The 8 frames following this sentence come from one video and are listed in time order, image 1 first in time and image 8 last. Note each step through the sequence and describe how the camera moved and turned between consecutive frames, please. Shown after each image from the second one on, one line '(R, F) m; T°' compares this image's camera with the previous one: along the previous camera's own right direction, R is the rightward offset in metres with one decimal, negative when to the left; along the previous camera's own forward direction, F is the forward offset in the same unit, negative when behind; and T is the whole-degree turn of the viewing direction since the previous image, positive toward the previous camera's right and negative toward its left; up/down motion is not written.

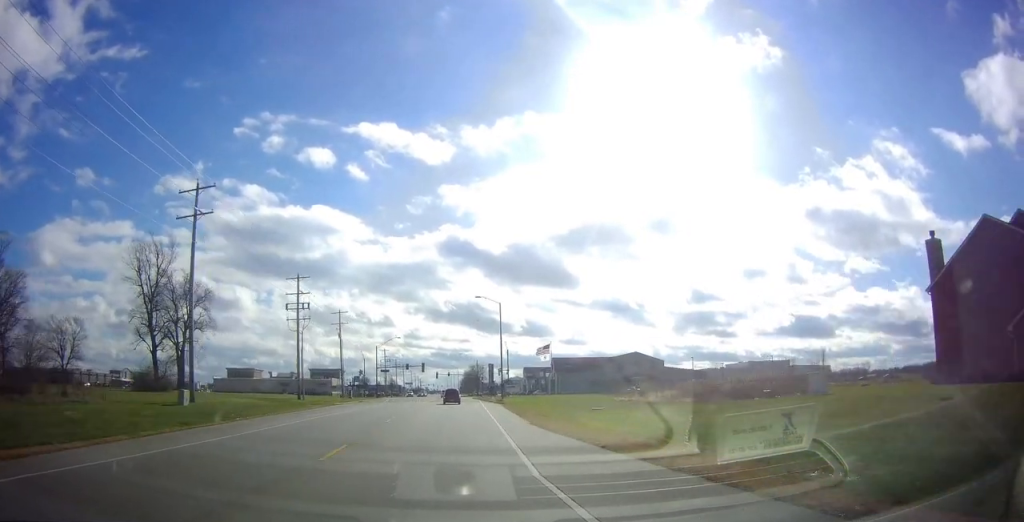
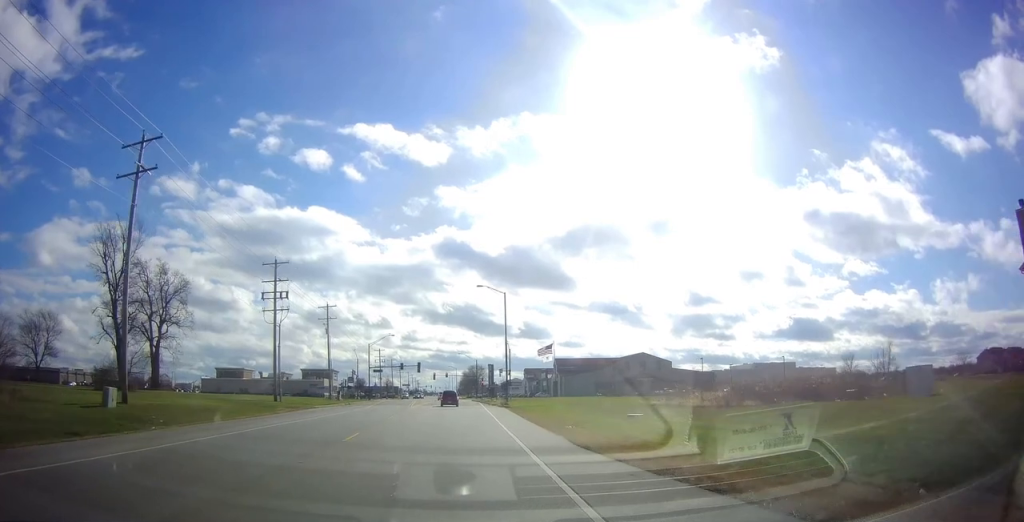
(0.0, +9.4) m; 0°
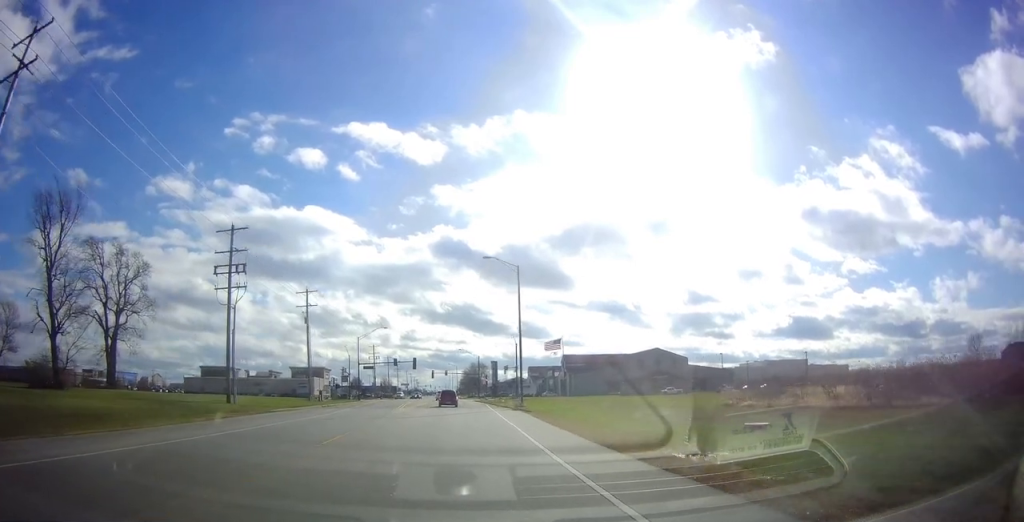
(0.0, +14.6) m; 0°
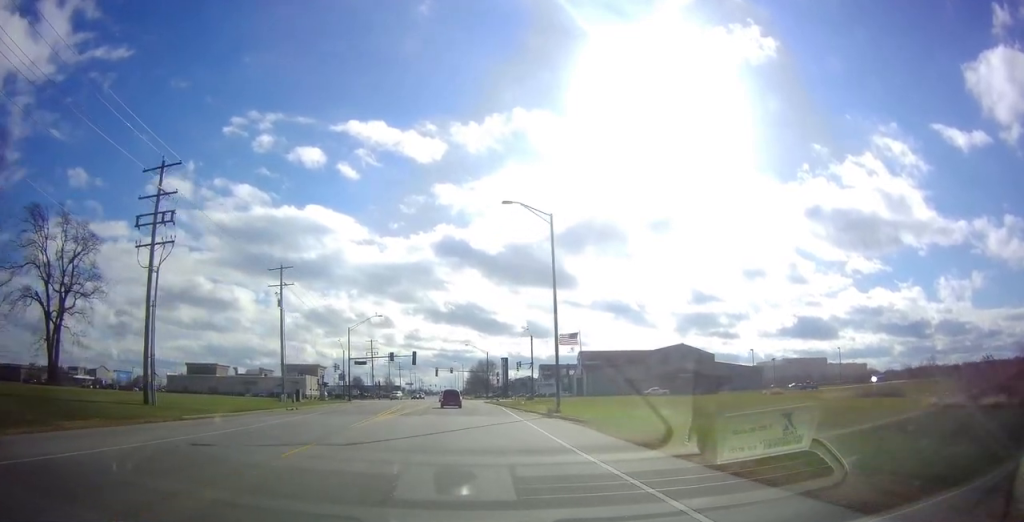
(0.0, +17.3) m; 0°
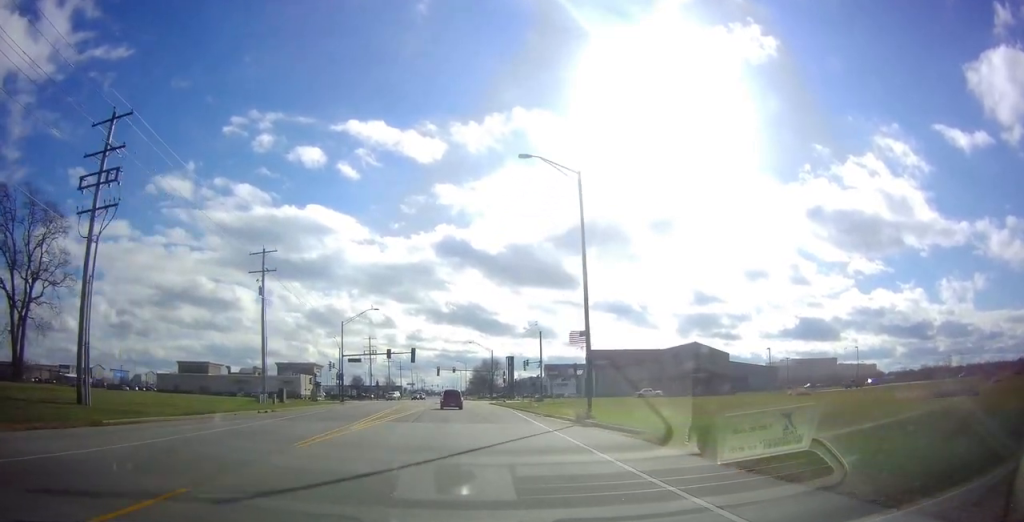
(0.0, +8.4) m; 0°
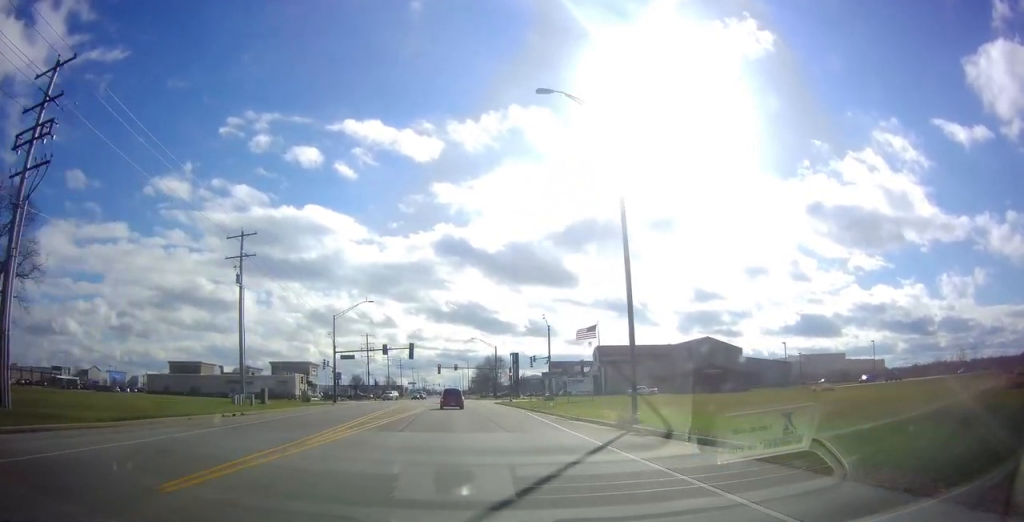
(0.0, +7.3) m; 0°
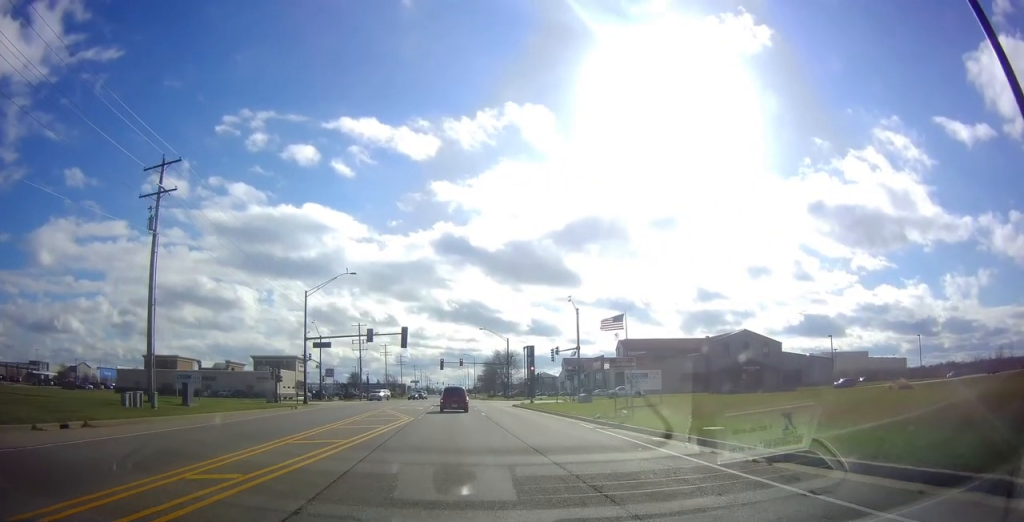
(+0.9, +20.0) m; +4°
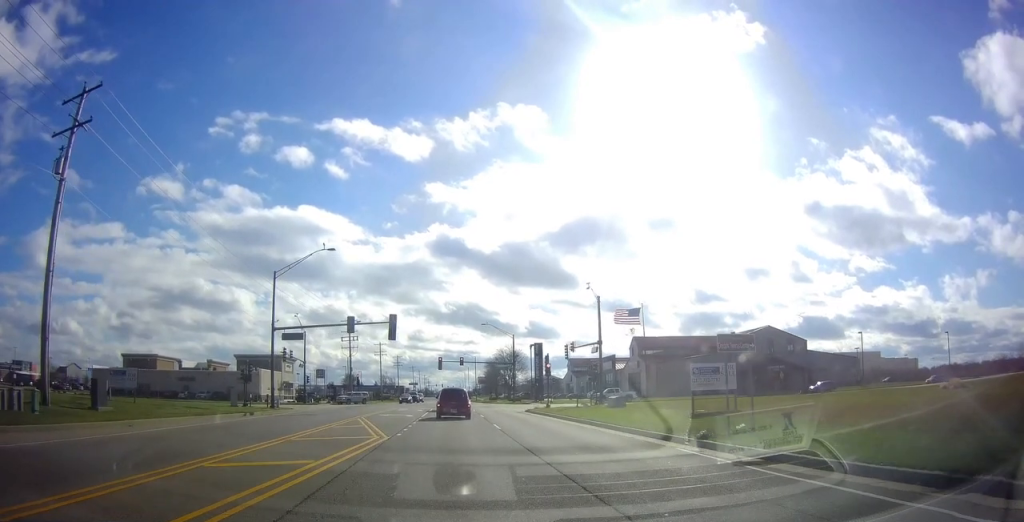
(-0.2, +13.6) m; -3°
